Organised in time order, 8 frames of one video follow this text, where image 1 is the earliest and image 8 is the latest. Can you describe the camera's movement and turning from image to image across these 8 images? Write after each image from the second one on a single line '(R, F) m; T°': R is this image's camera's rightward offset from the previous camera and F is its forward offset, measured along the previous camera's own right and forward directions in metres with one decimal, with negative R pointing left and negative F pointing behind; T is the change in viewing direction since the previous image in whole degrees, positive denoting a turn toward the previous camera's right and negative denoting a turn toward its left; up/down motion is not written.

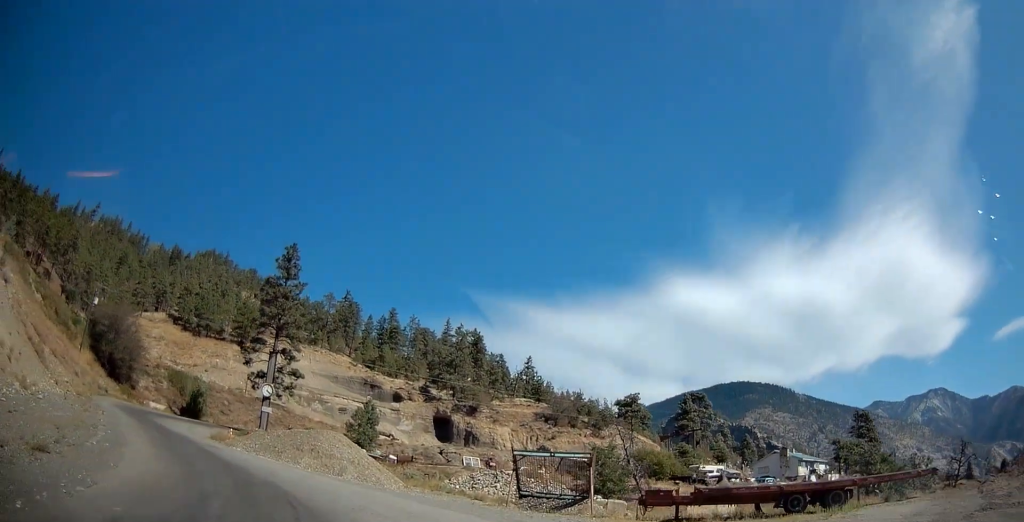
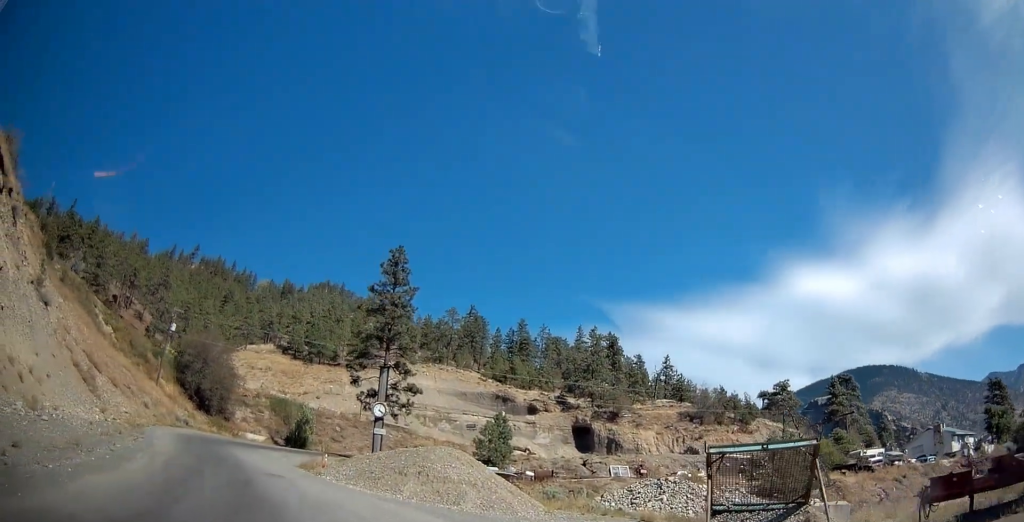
(-0.9, +7.7) m; -14°
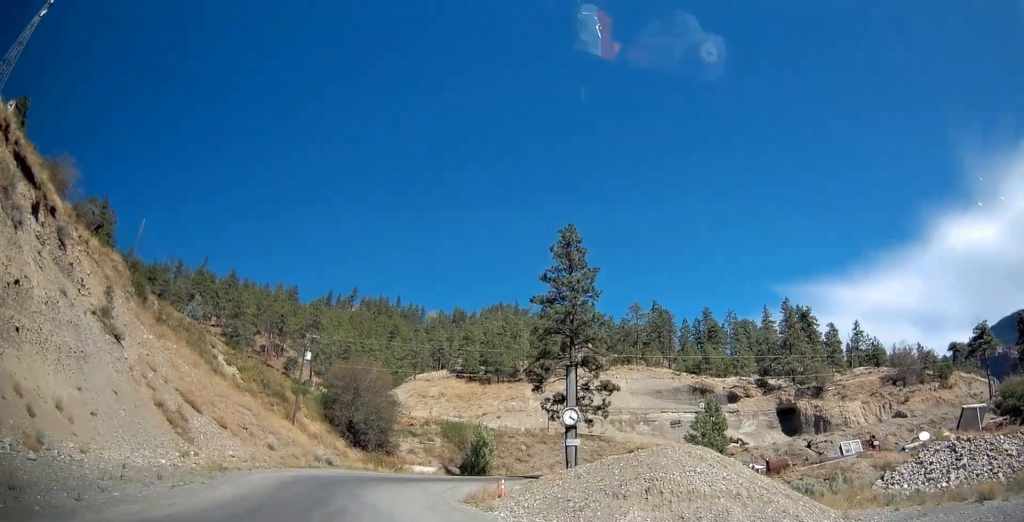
(-1.4, +9.3) m; -19°
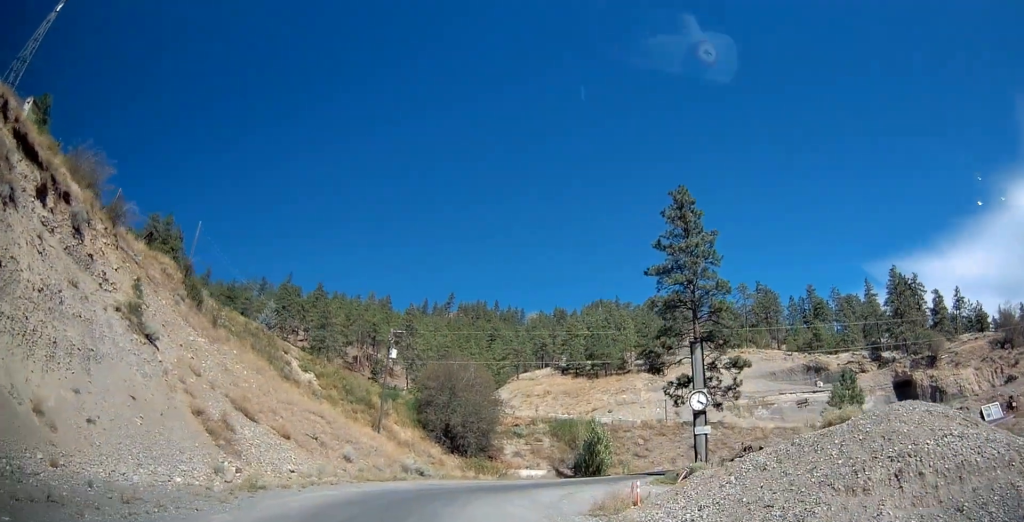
(-0.8, +6.4) m; -13°
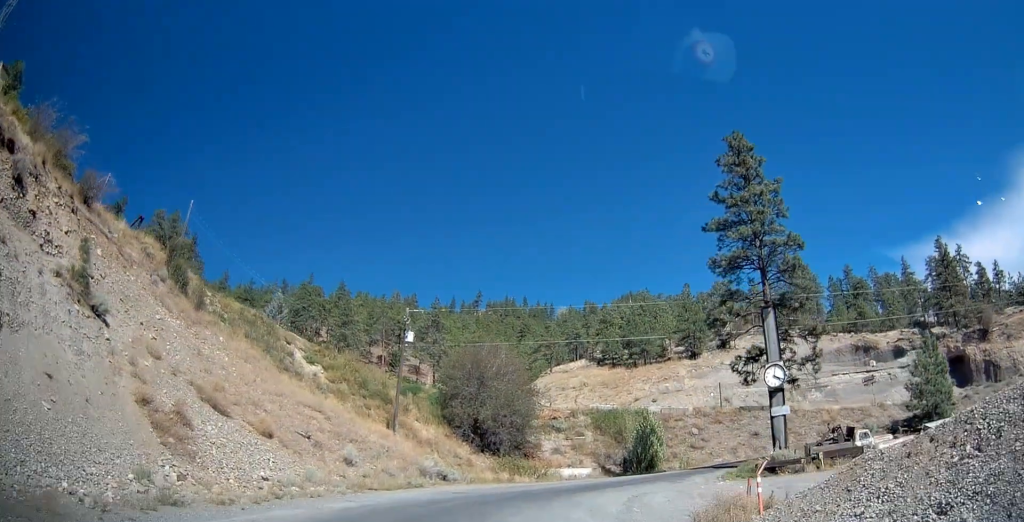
(-1.0, +7.3) m; -9°
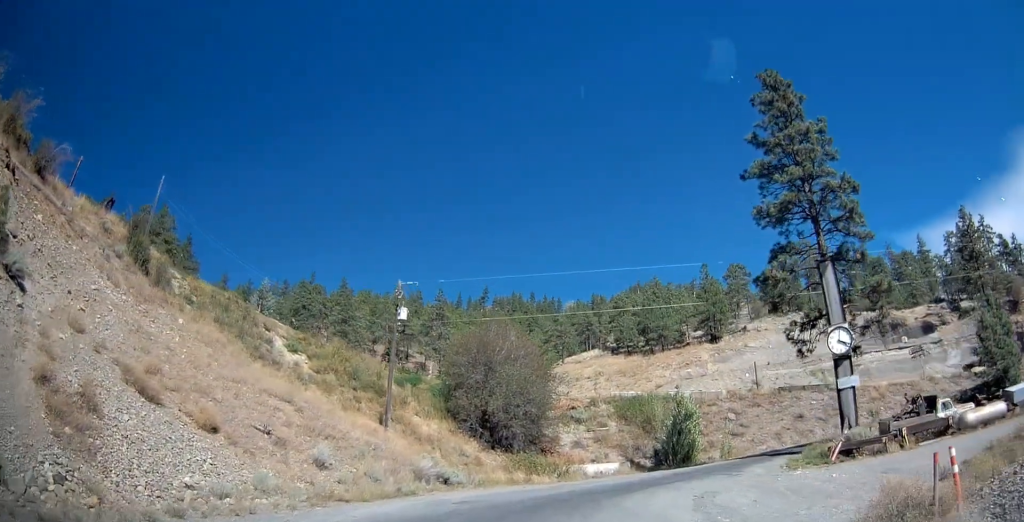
(-0.3, +6.5) m; -1°
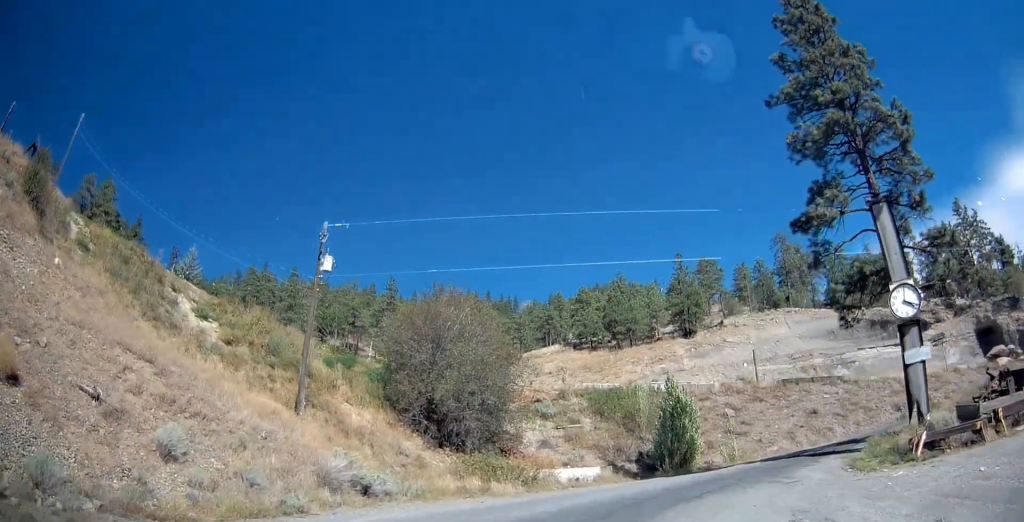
(+0.2, +8.5) m; +3°
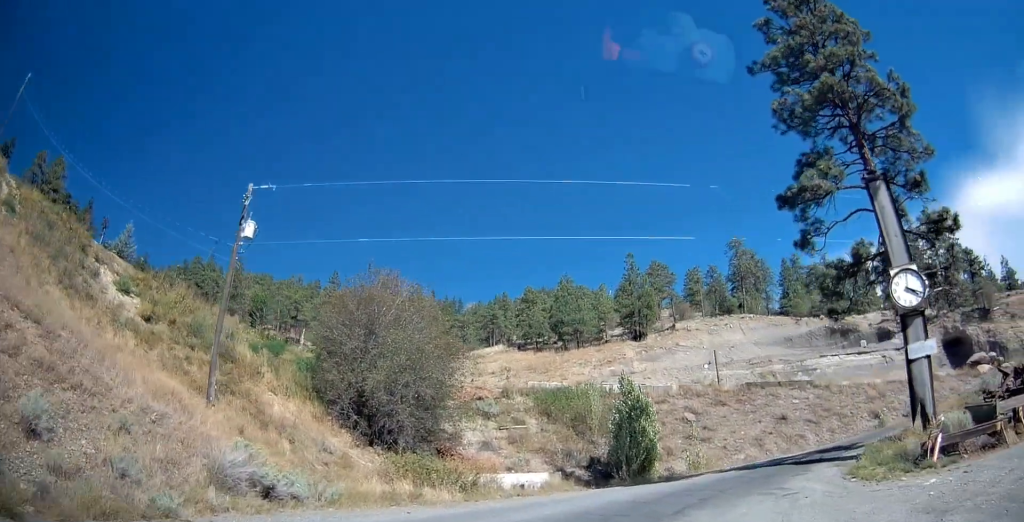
(+0.1, +3.5) m; +2°
